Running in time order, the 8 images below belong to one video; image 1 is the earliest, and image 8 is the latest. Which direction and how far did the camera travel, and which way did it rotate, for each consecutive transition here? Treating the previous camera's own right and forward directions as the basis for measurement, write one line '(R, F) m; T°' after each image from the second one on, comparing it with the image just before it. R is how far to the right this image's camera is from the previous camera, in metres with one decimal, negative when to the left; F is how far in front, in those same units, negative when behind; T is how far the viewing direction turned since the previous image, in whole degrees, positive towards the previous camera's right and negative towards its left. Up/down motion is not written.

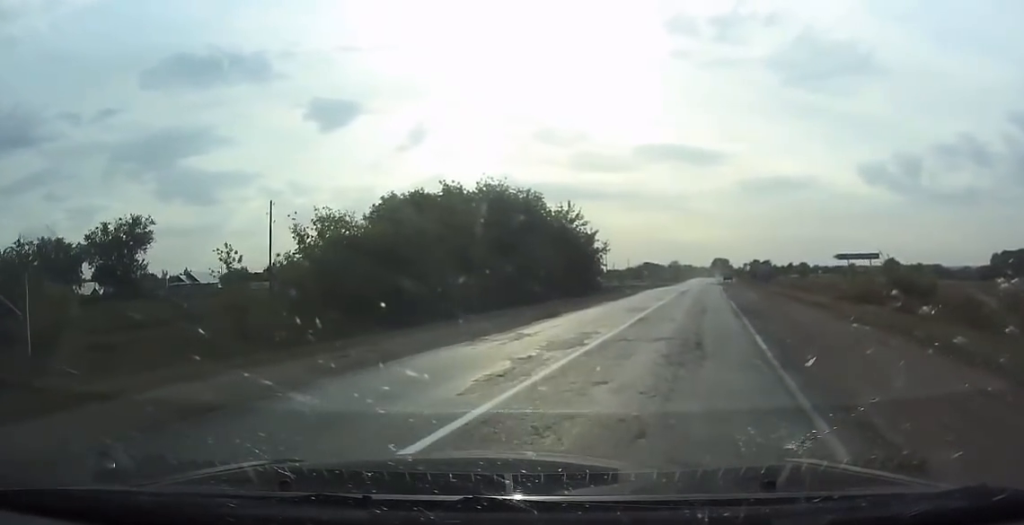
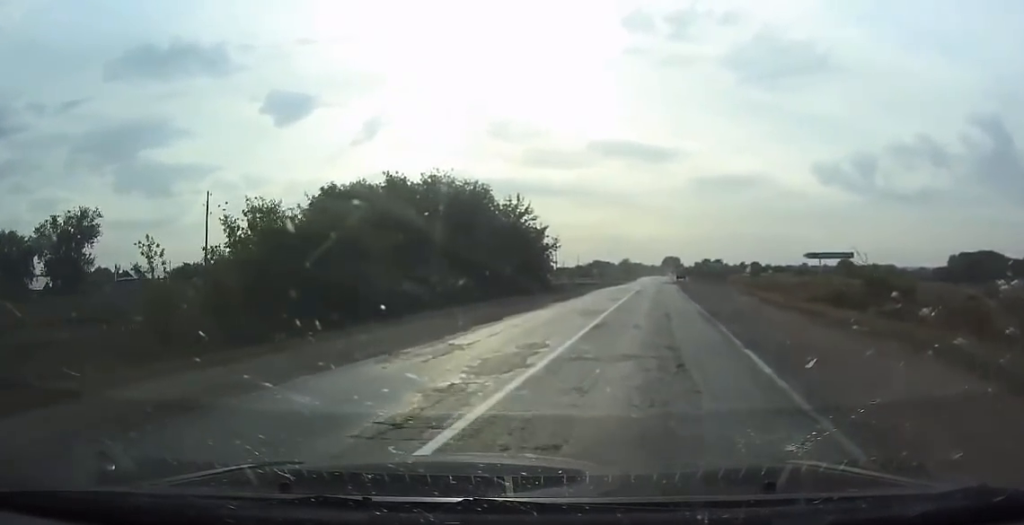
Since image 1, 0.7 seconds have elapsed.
(+0.1, +3.0) m; +4°
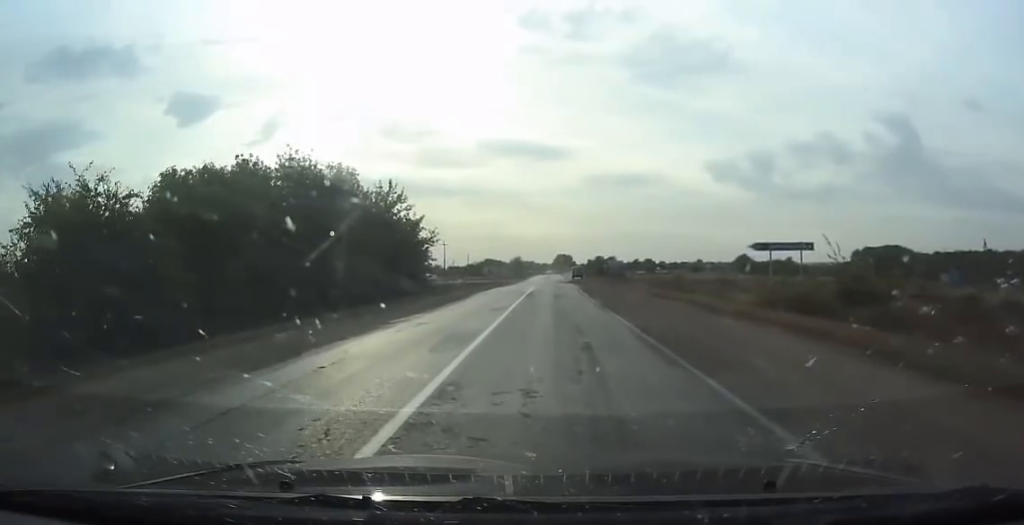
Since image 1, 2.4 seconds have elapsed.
(+0.7, +8.7) m; +6°
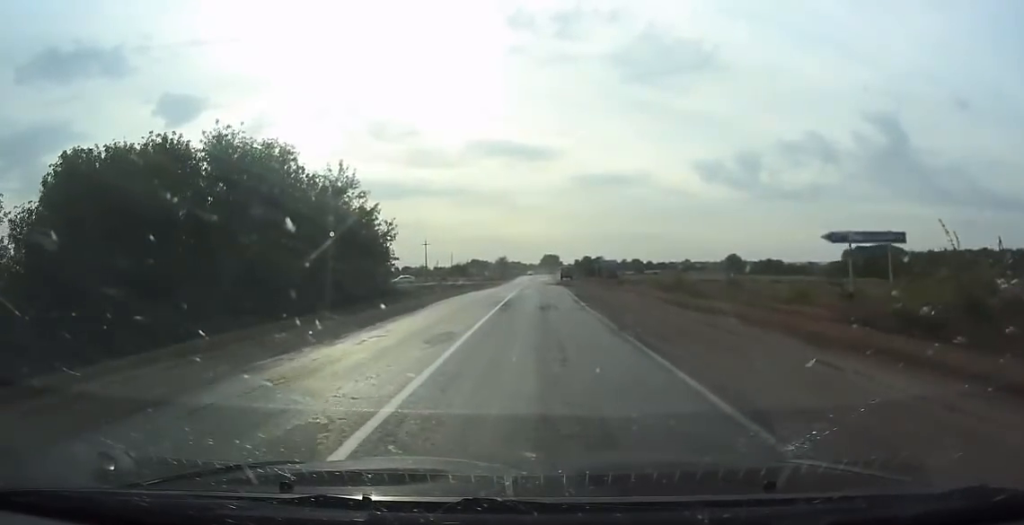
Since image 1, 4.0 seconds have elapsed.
(+0.1, +8.8) m; +1°
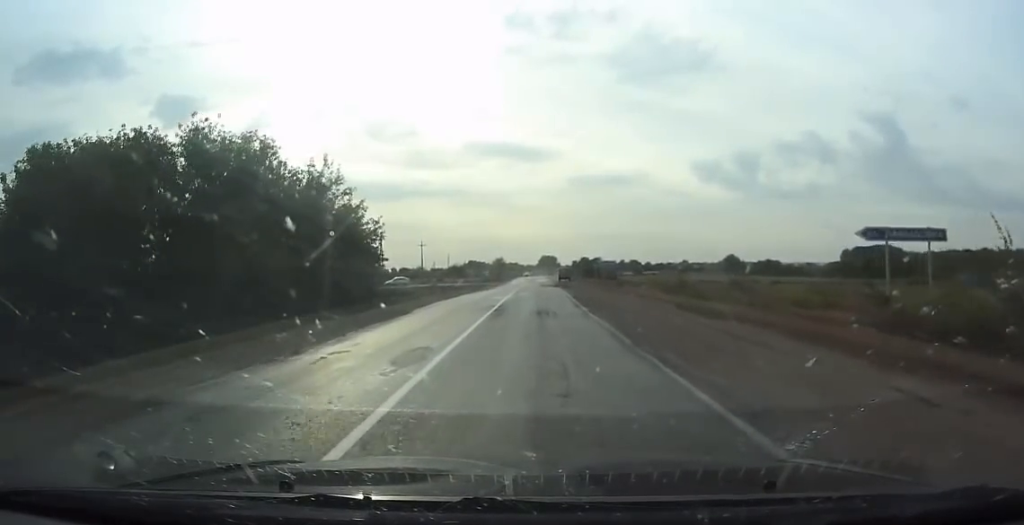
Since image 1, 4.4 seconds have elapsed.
(0.0, +2.5) m; 0°
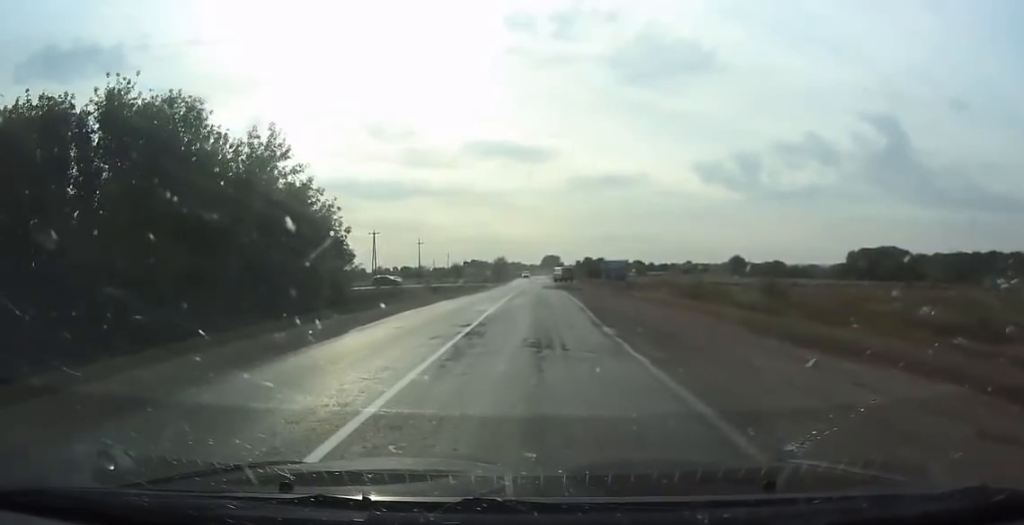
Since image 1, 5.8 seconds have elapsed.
(0.0, +8.4) m; 0°
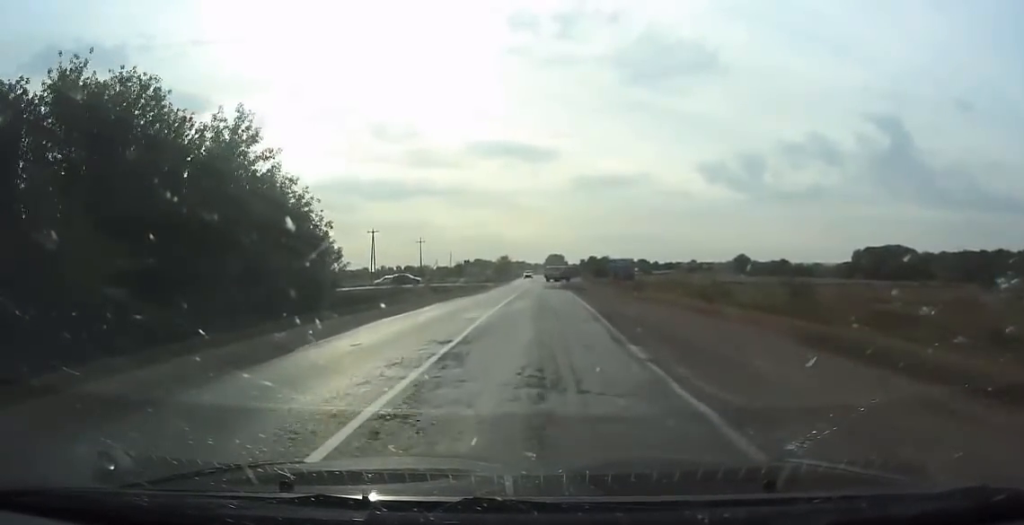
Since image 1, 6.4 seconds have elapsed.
(0.0, +3.9) m; 0°
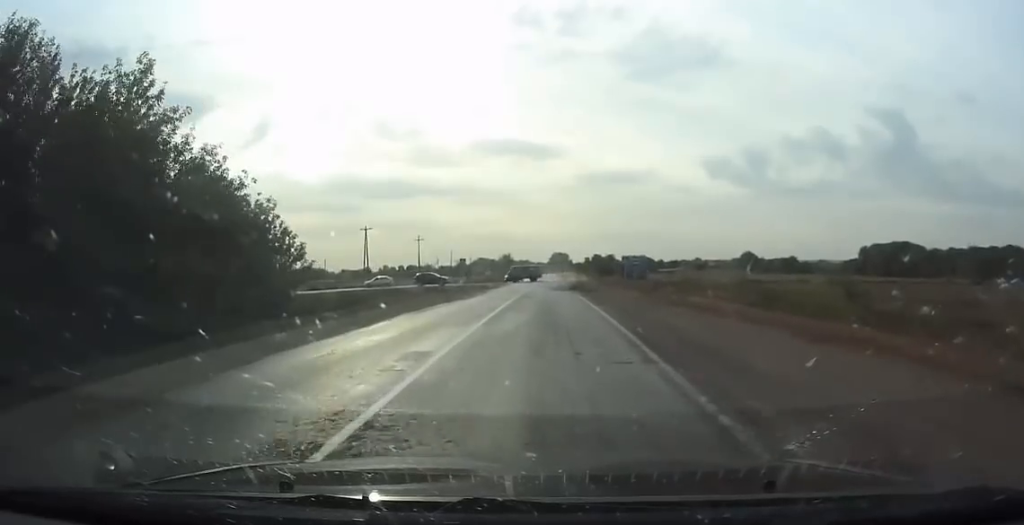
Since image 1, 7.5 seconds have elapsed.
(0.0, +7.6) m; 0°
